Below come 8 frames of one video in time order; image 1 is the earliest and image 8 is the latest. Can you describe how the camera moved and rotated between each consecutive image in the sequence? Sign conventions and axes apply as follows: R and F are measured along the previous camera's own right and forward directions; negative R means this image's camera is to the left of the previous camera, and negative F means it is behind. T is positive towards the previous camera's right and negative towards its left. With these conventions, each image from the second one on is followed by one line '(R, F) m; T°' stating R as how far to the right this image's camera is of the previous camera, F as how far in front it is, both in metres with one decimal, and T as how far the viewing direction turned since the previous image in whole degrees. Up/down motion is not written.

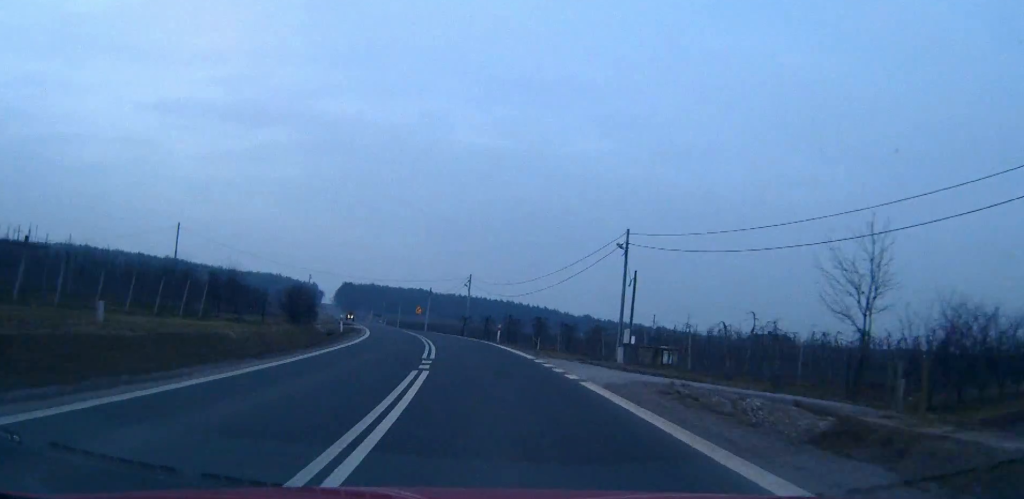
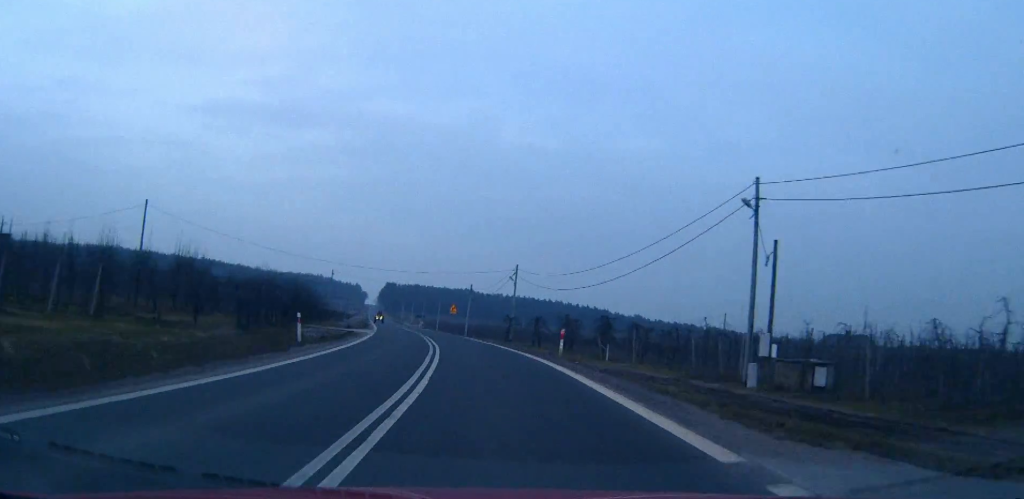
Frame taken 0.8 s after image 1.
(-0.6, +17.6) m; -3°
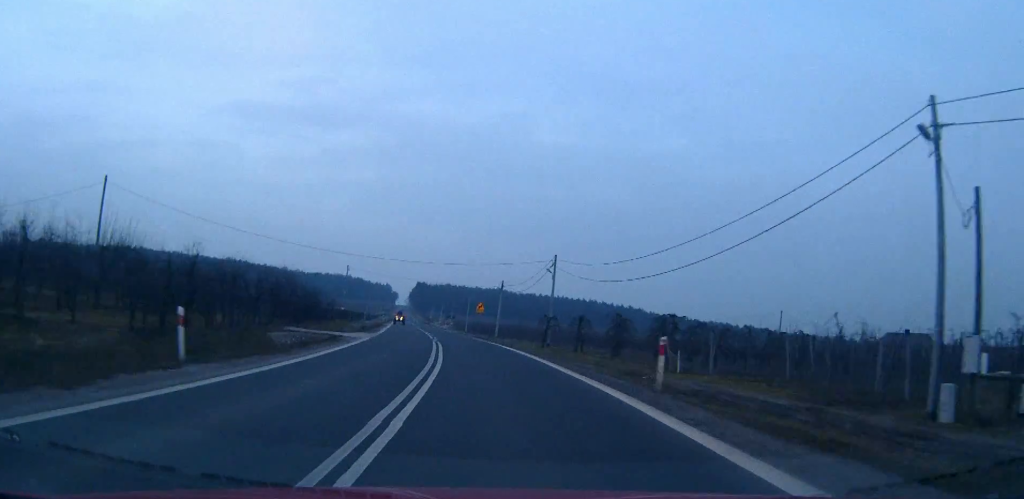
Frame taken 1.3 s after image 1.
(-0.1, +12.3) m; -2°
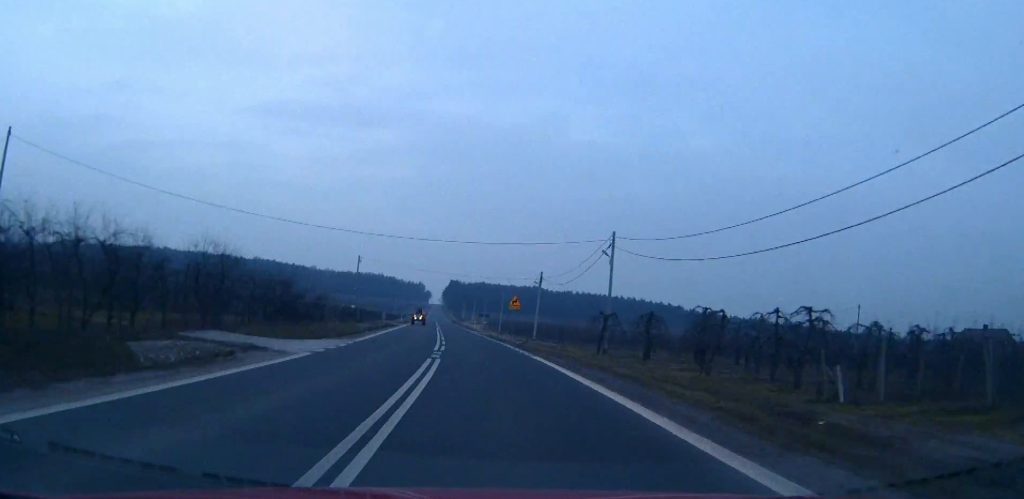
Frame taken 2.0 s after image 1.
(-0.6, +16.3) m; -3°
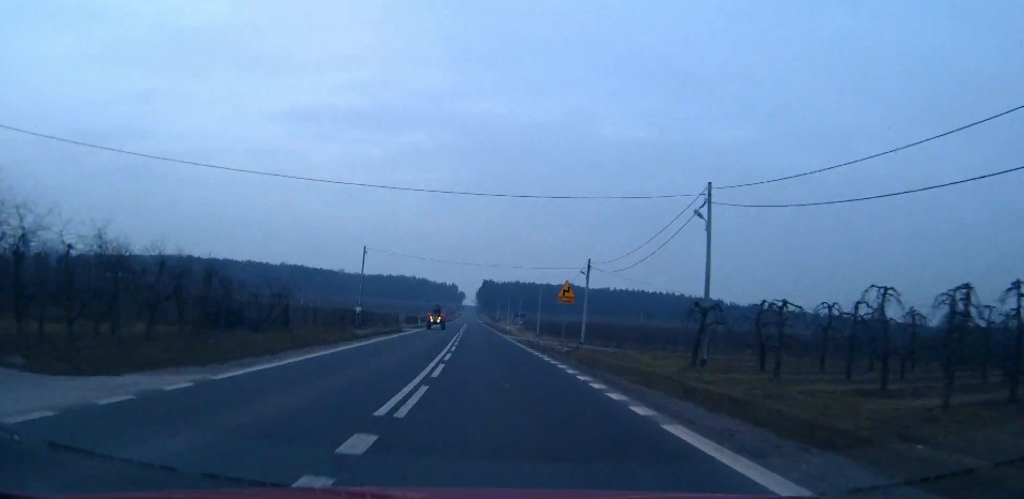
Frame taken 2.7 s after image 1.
(-0.5, +17.3) m; -2°
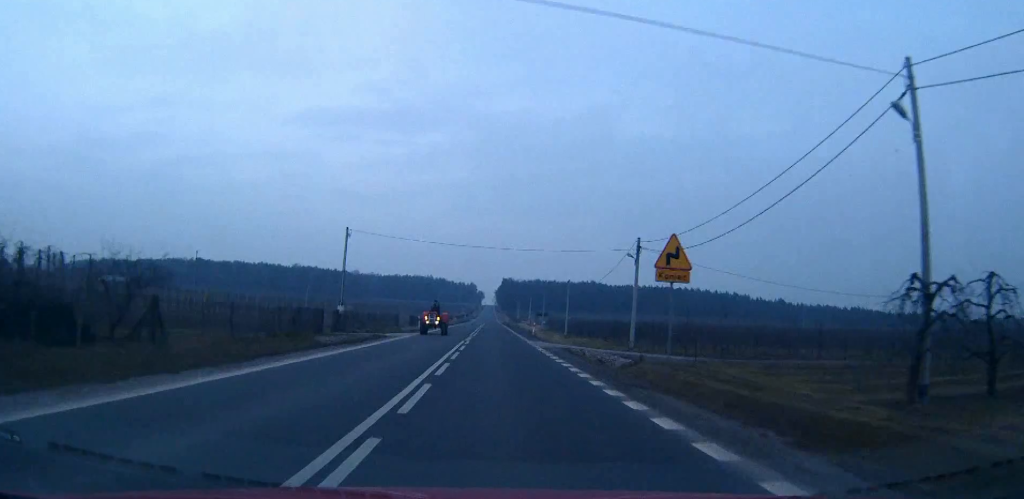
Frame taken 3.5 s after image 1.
(-0.3, +17.4) m; -2°
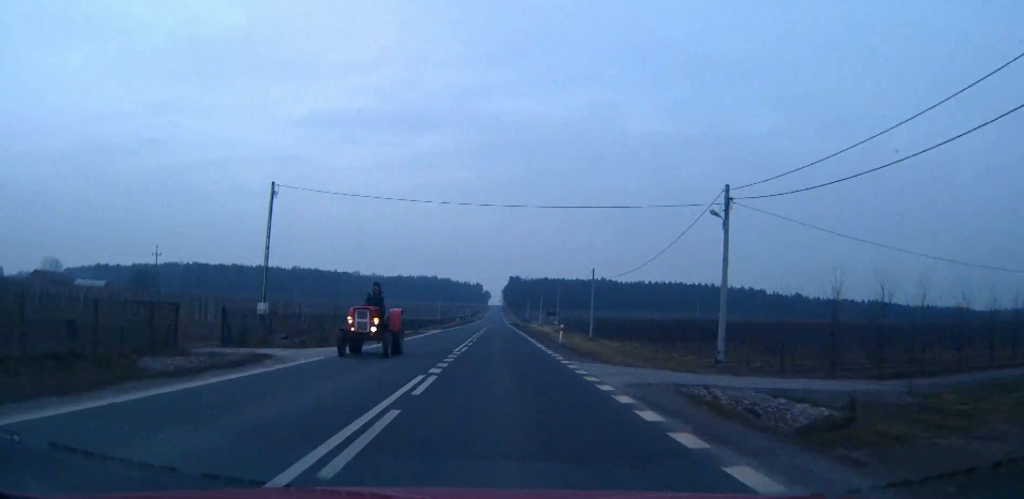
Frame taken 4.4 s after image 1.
(-0.4, +21.5) m; -1°
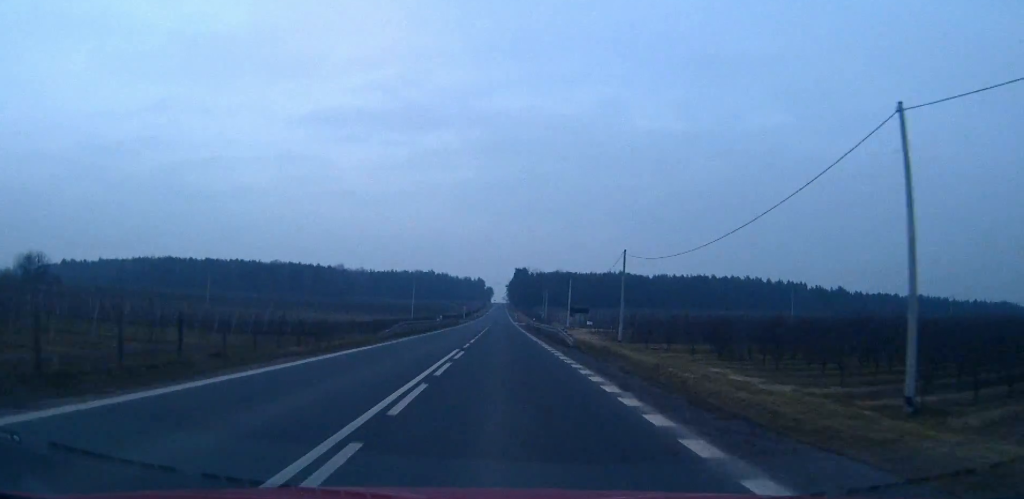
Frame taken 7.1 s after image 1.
(-0.7, +67.1) m; -1°
